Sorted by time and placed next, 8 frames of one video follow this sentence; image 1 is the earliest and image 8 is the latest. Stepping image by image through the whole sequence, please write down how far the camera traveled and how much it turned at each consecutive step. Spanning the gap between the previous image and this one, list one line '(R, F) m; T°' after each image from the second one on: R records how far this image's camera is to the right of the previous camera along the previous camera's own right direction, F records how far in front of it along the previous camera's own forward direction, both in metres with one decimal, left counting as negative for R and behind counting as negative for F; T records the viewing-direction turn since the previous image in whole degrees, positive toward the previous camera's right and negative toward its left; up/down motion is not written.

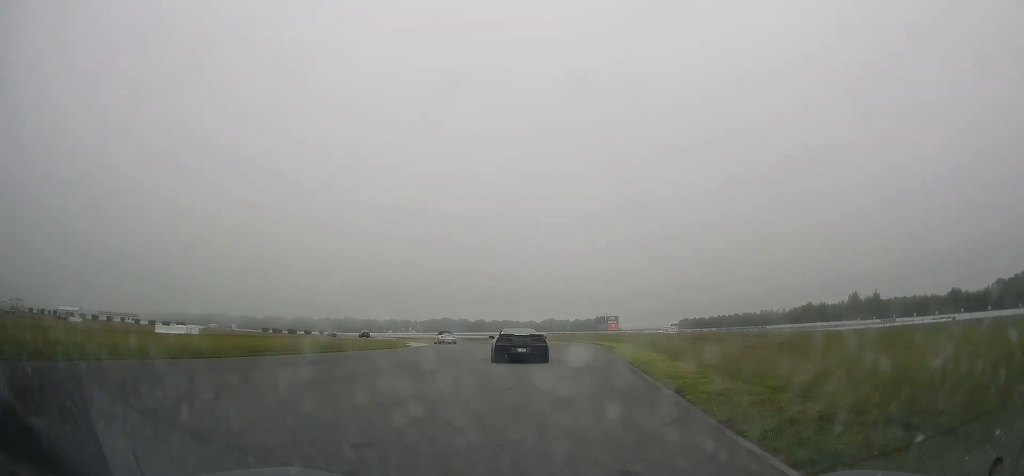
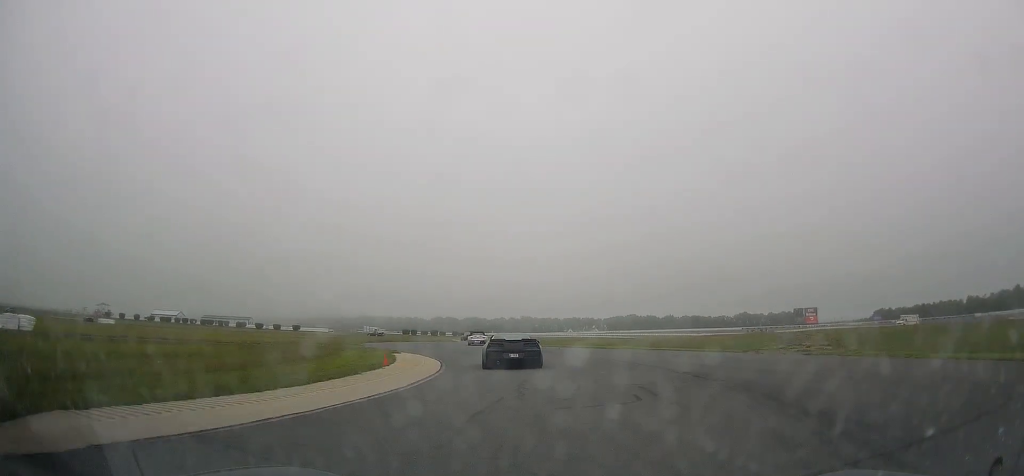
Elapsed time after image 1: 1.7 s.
(-4.1, +45.6) m; -12°
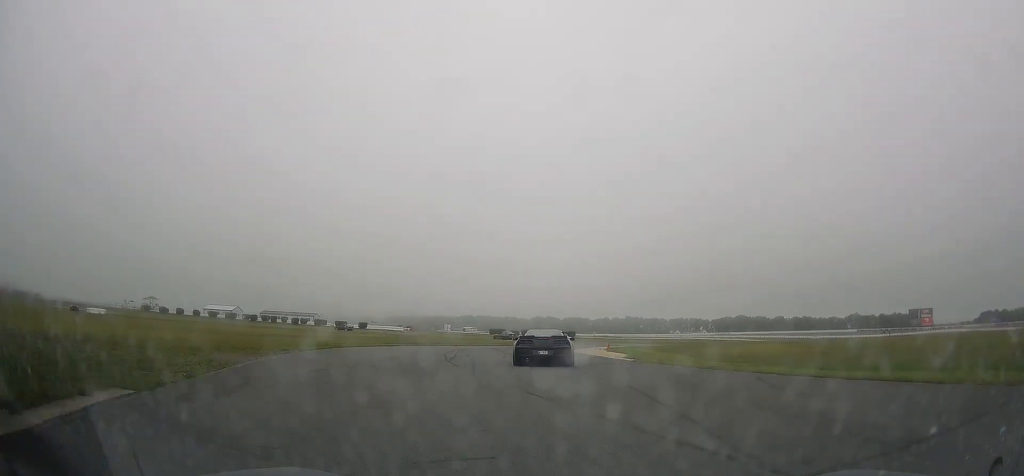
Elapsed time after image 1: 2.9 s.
(-2.9, +30.4) m; -11°
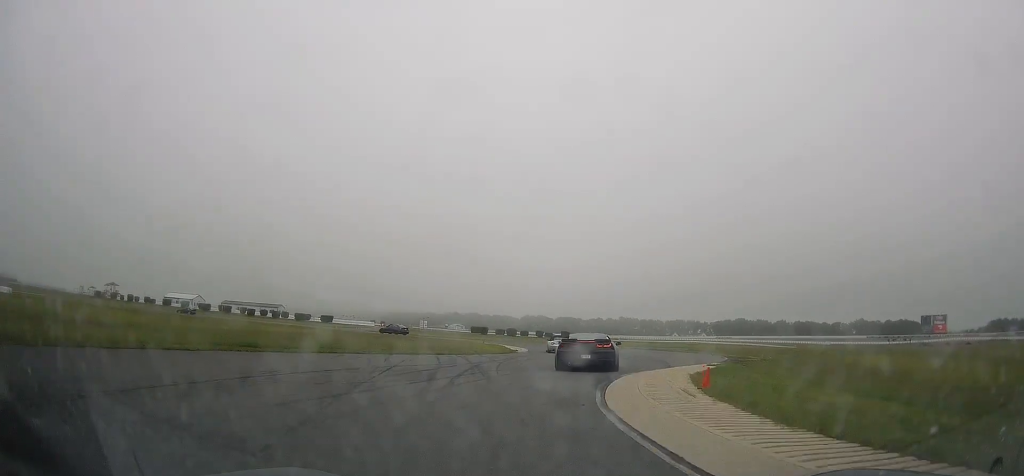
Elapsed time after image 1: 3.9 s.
(-1.7, +25.0) m; -3°
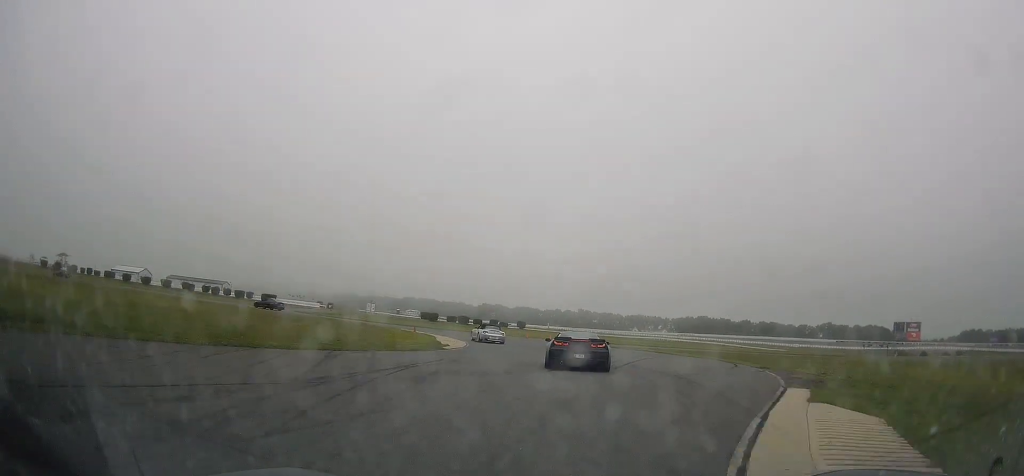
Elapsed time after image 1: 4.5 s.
(+0.1, +12.8) m; 0°
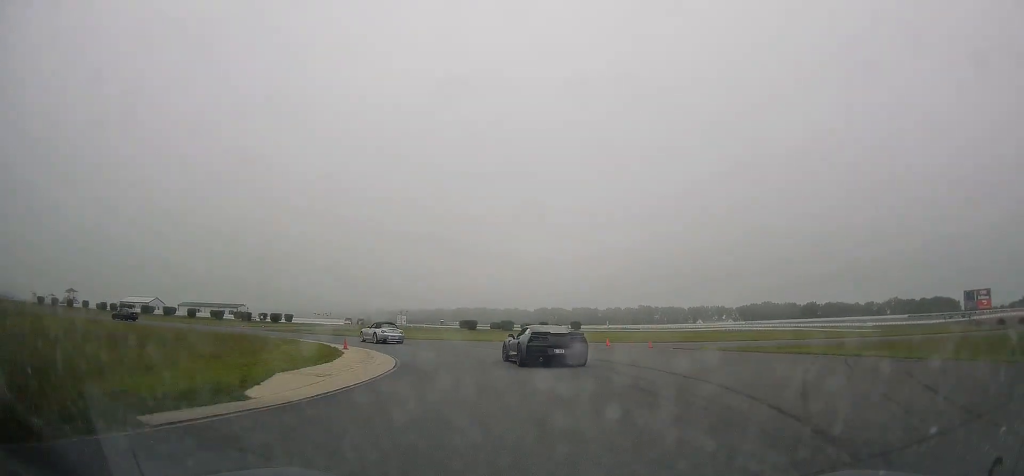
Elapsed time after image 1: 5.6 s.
(+0.1, +23.2) m; -6°
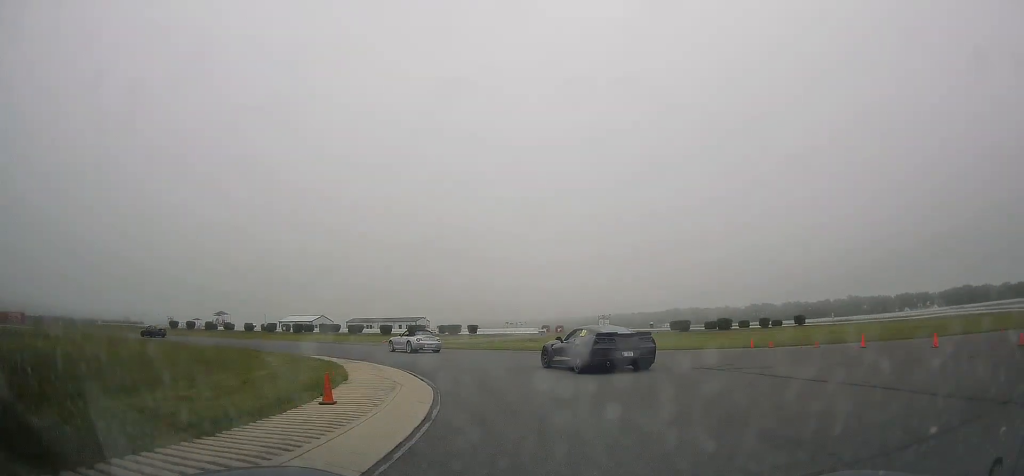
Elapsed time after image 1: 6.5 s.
(-1.2, +16.6) m; -14°
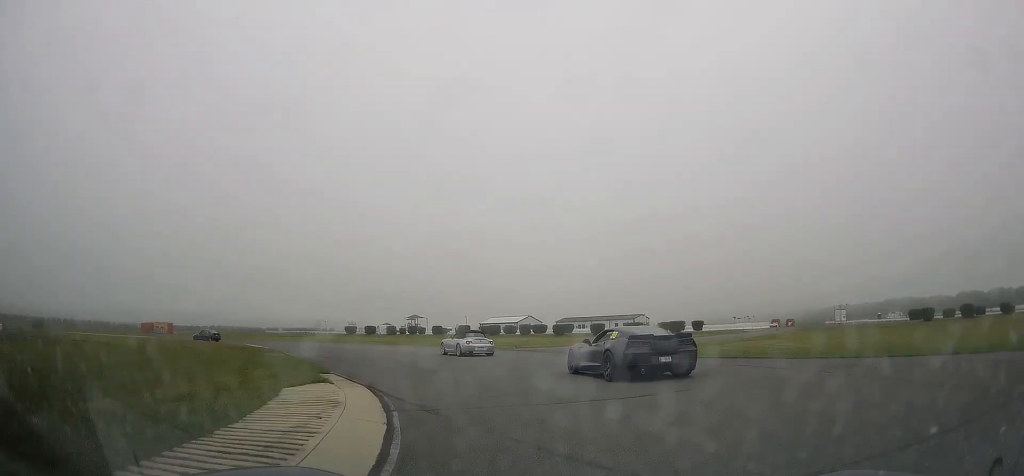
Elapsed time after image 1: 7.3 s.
(-2.2, +15.5) m; -22°
